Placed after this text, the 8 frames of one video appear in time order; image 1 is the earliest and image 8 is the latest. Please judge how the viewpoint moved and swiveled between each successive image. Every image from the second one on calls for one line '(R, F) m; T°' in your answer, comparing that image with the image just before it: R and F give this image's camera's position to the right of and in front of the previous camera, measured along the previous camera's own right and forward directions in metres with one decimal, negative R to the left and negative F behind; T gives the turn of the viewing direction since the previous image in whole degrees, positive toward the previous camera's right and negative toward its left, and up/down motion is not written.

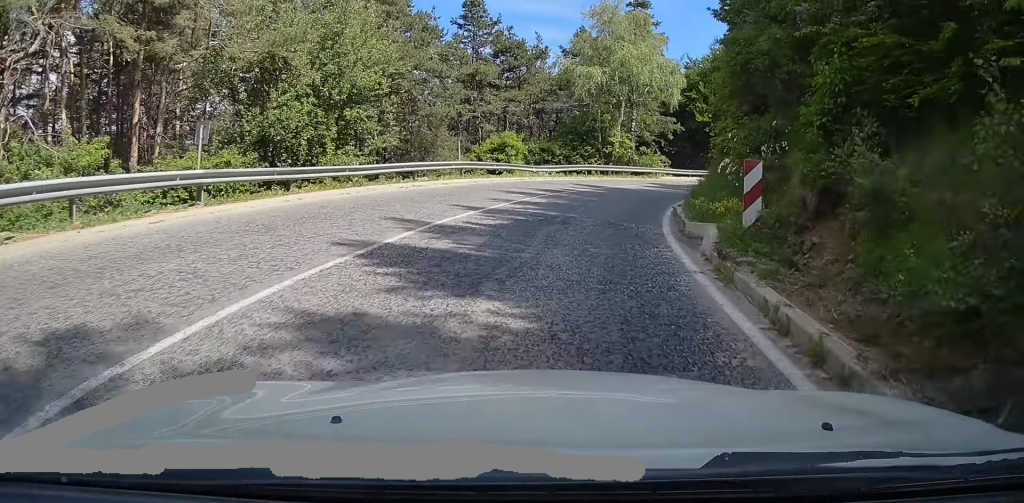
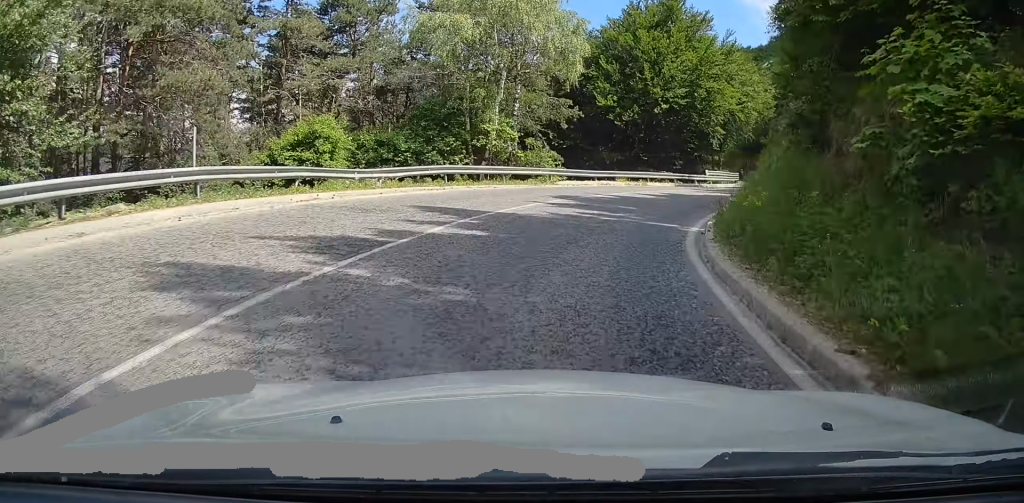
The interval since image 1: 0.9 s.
(+2.1, +15.4) m; +12°
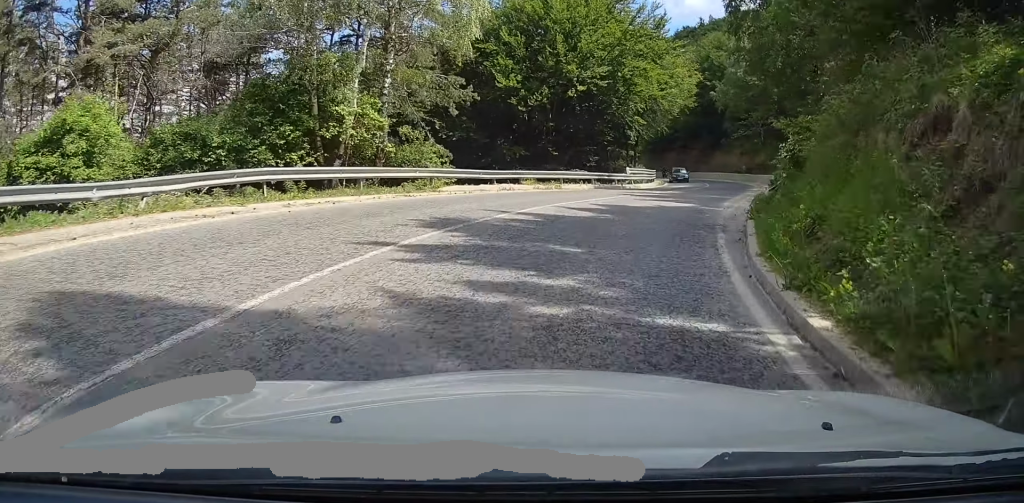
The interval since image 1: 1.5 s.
(+0.8, +9.2) m; +6°
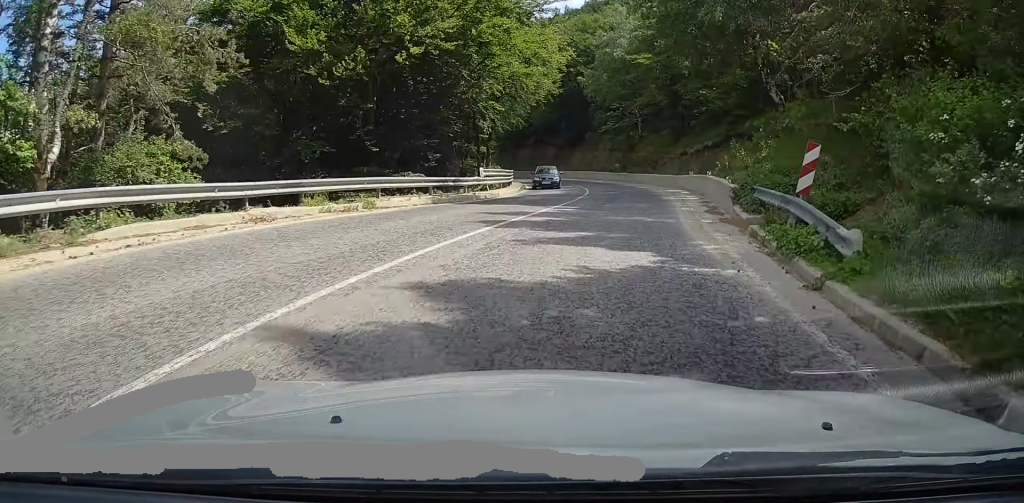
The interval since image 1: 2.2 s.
(+0.8, +12.2) m; +6°
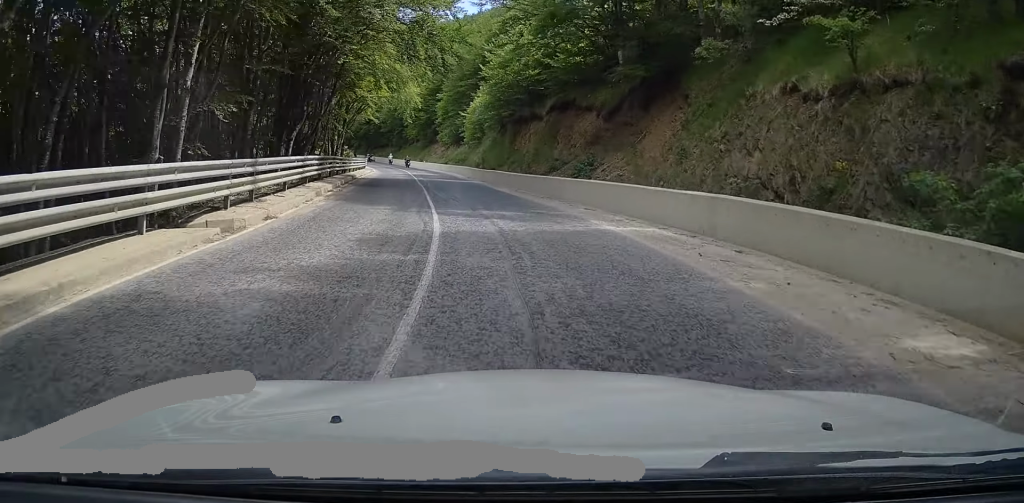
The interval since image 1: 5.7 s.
(+1.8, +56.4) m; -3°
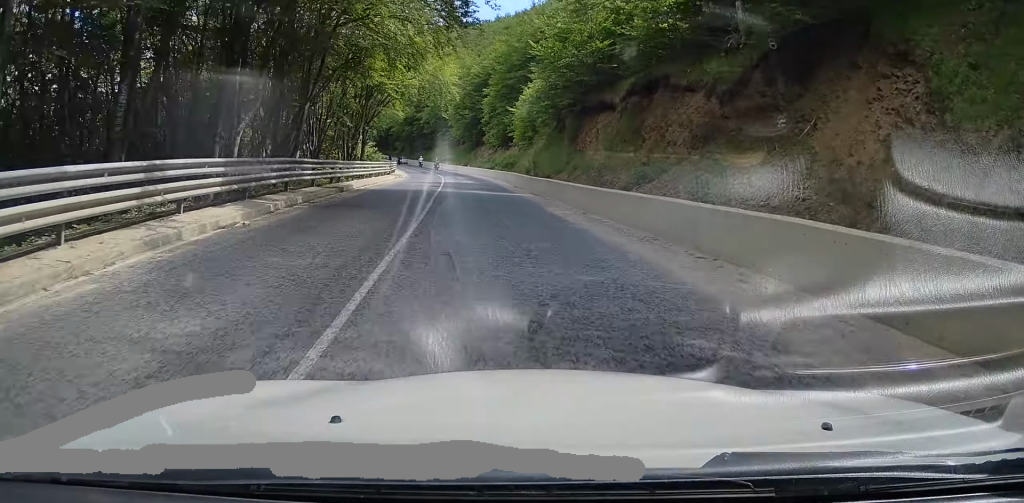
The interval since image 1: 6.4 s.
(-0.2, +12.3) m; -2°
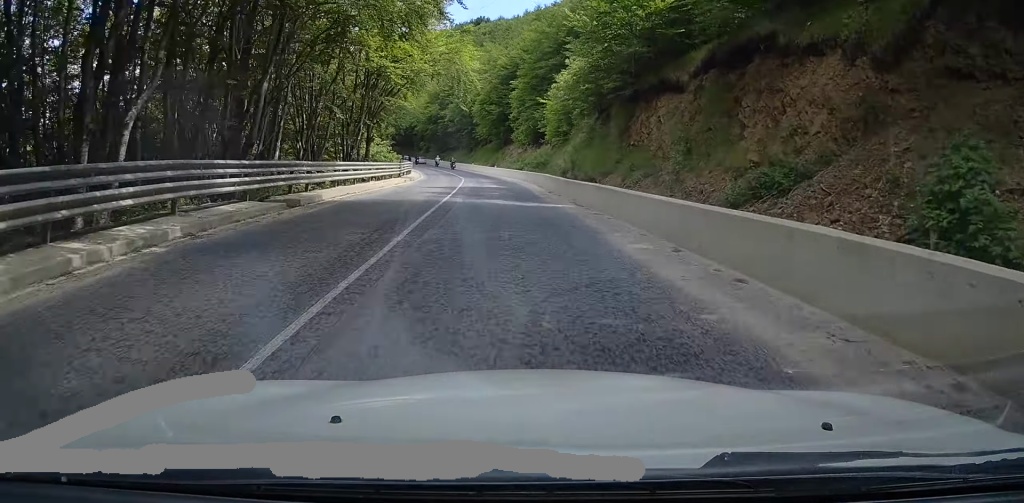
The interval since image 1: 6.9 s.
(+0.2, +8.4) m; -1°
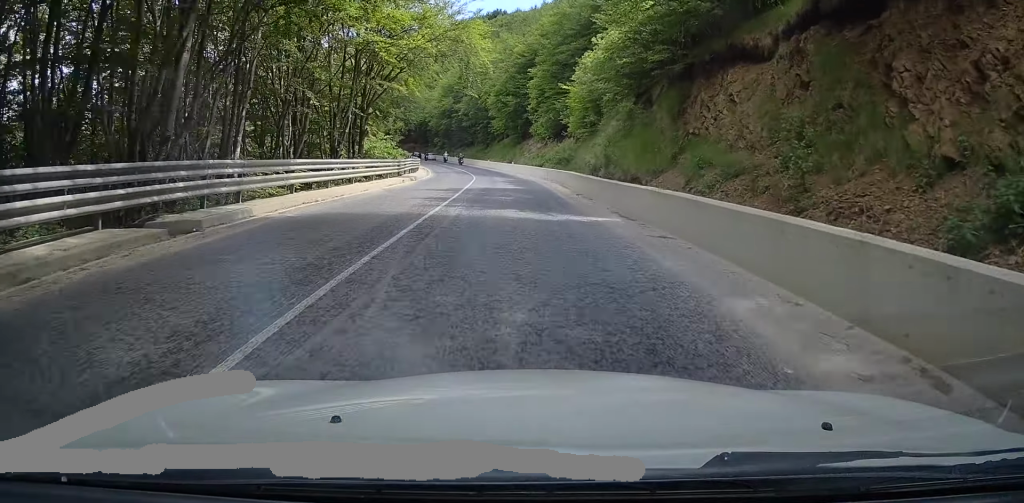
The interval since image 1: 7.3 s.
(-0.2, +6.7) m; -2°
